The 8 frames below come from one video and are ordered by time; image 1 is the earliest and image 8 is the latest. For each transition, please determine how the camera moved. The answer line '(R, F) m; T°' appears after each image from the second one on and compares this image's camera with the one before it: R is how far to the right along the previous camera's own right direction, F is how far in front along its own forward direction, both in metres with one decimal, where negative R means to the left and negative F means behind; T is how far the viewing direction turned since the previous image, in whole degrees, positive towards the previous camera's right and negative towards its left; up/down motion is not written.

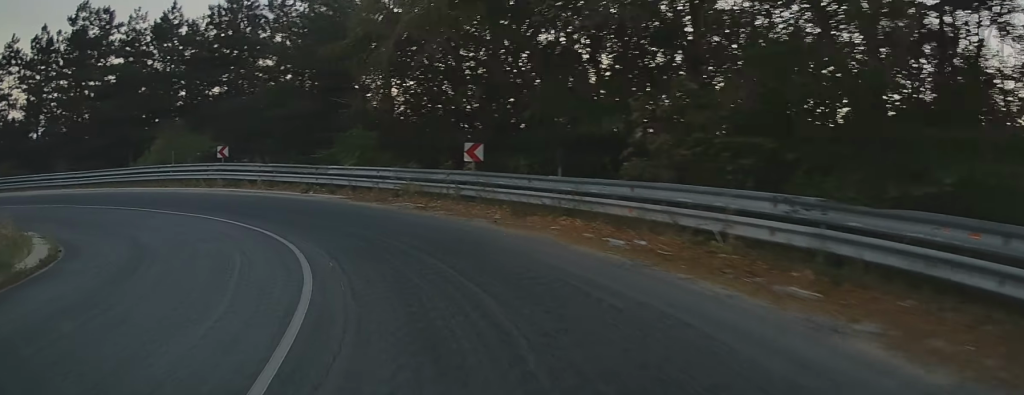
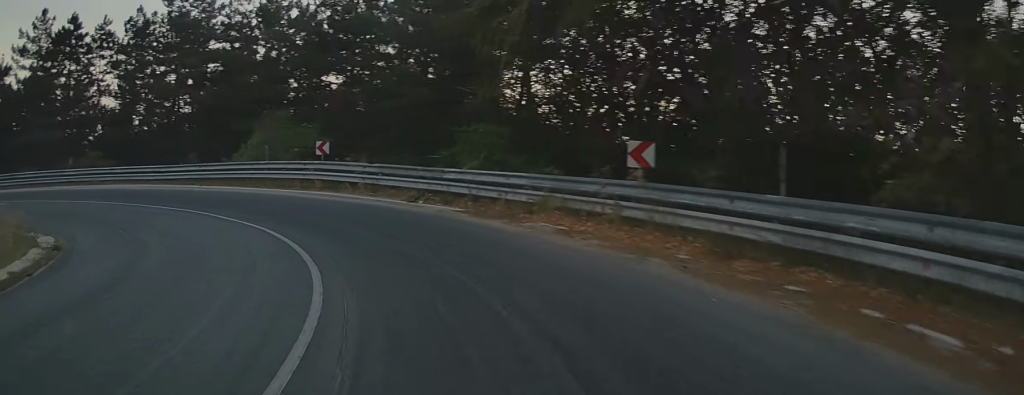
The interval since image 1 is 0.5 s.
(+0.2, +5.7) m; -10°
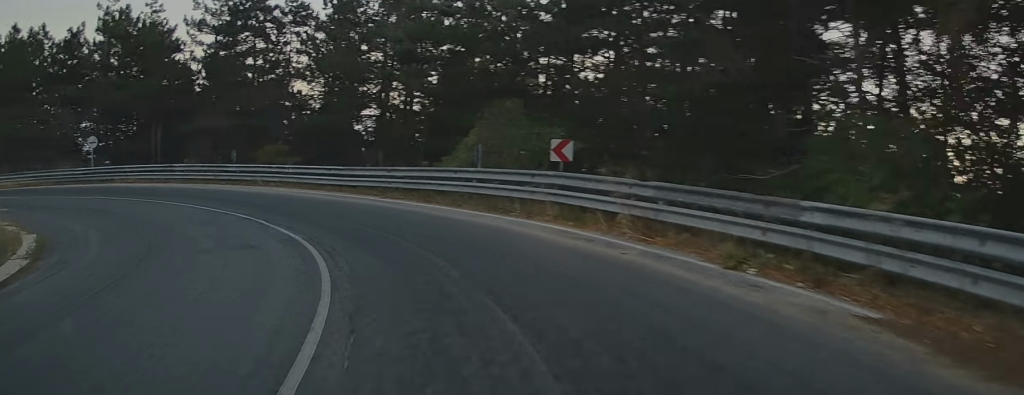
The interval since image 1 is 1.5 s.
(-2.2, +8.6) m; -29°
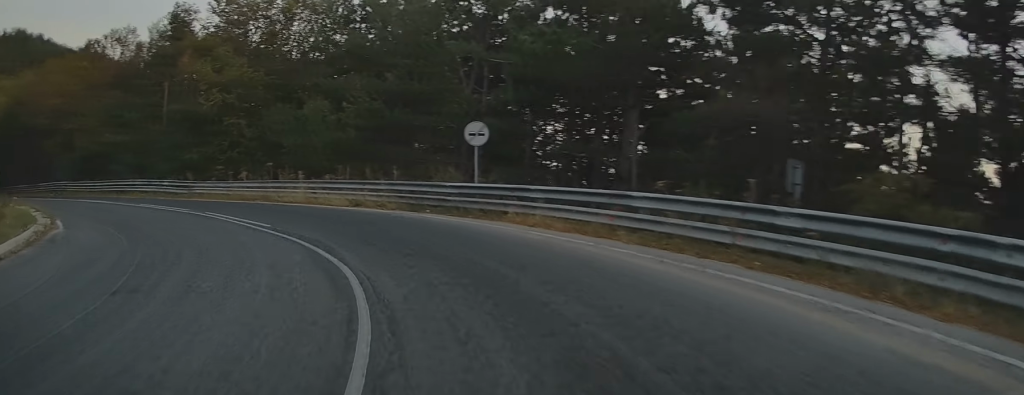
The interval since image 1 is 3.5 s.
(-8.2, +12.5) m; -55°
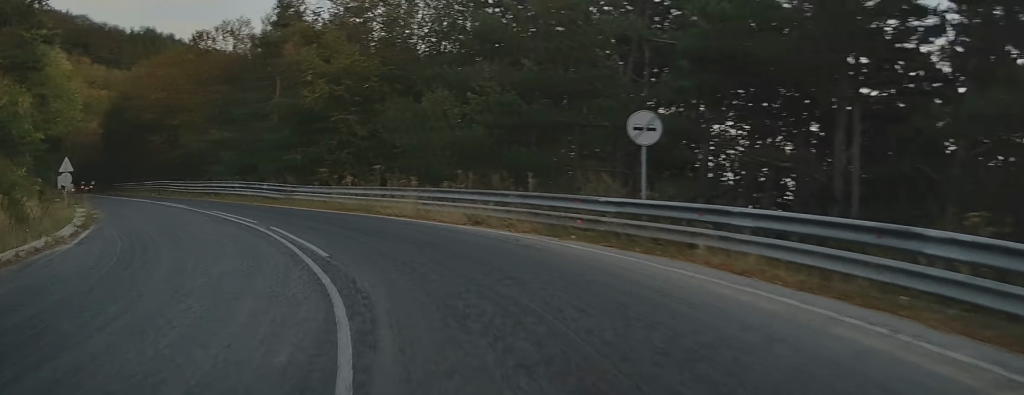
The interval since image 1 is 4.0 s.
(-0.7, +5.6) m; -10°
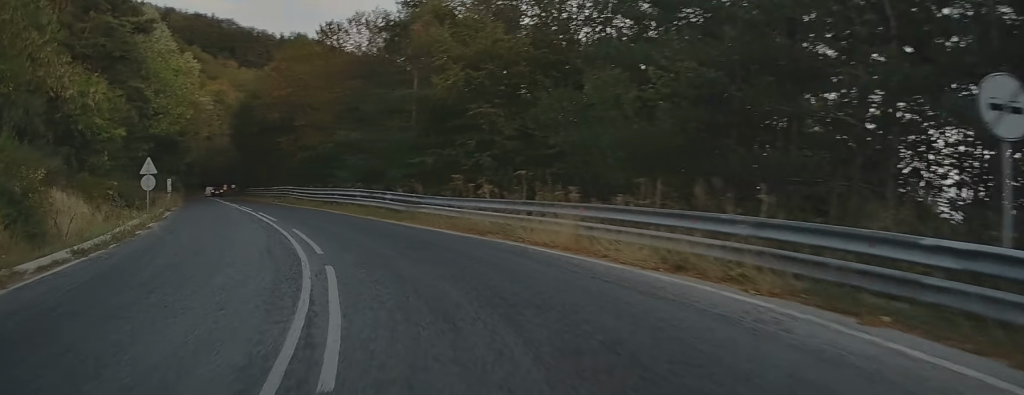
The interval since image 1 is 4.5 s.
(0.0, +6.8) m; -11°
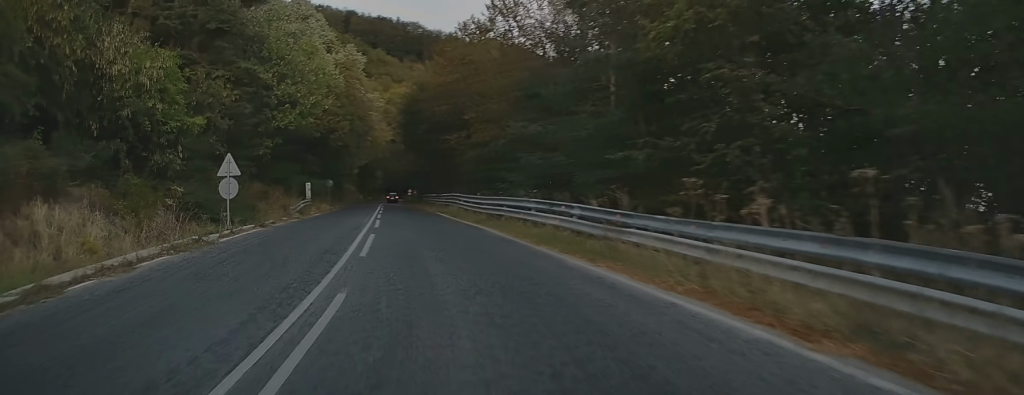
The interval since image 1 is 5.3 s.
(-1.9, +11.2) m; -12°
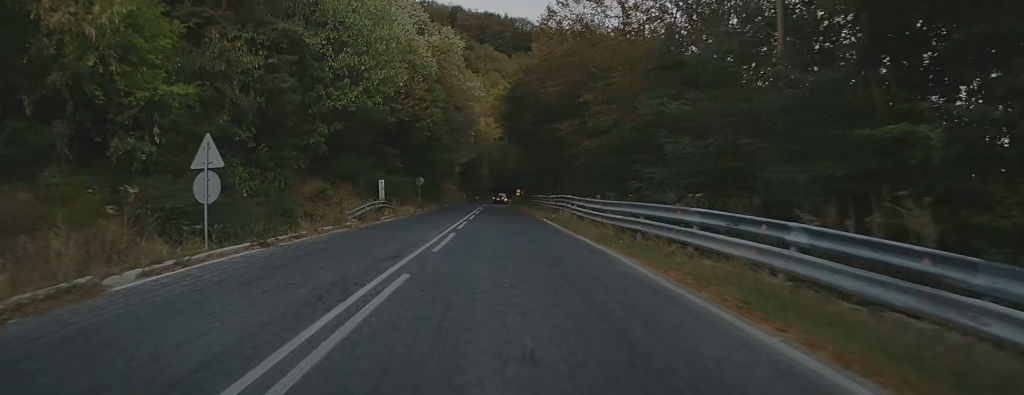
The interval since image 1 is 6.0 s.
(-0.9, +10.0) m; -5°
